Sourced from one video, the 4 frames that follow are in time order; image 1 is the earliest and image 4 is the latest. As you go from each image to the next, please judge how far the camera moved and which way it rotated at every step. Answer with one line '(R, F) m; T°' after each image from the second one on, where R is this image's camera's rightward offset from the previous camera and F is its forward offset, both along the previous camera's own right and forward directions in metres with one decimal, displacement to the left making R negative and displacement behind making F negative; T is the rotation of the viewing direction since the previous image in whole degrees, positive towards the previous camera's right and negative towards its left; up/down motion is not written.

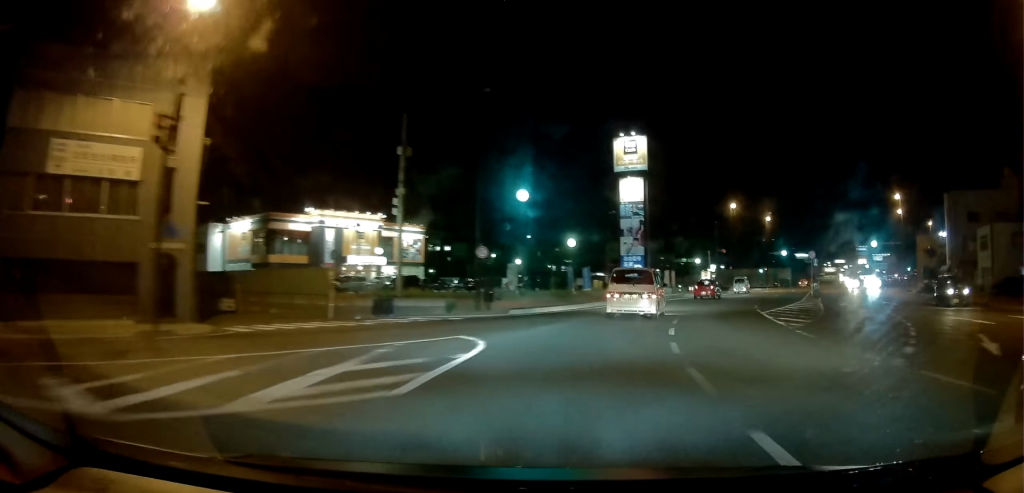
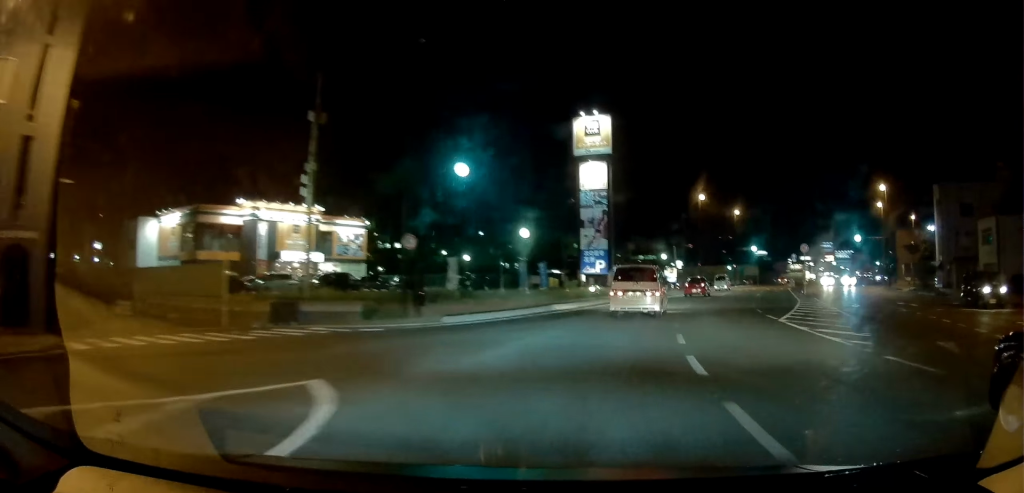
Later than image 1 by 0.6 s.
(+0.2, +7.2) m; +4°
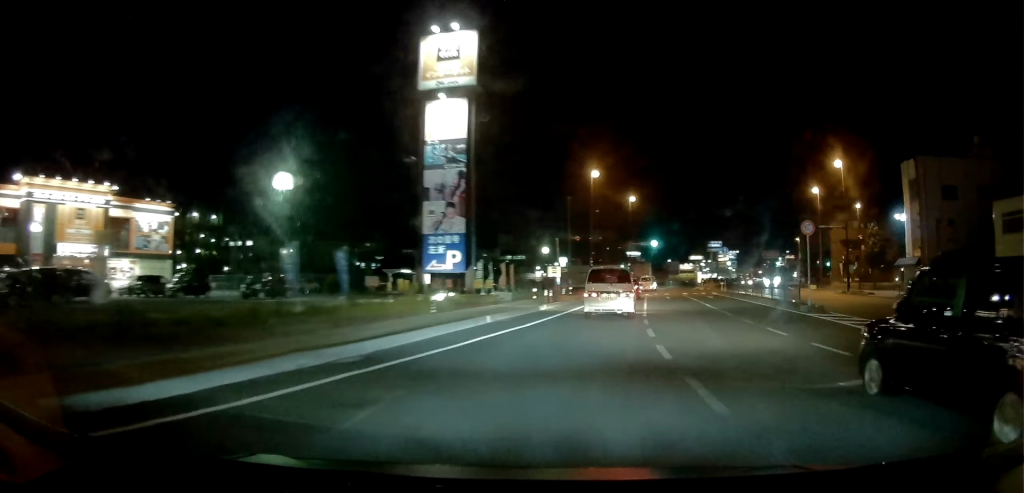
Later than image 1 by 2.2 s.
(+2.0, +18.6) m; +11°
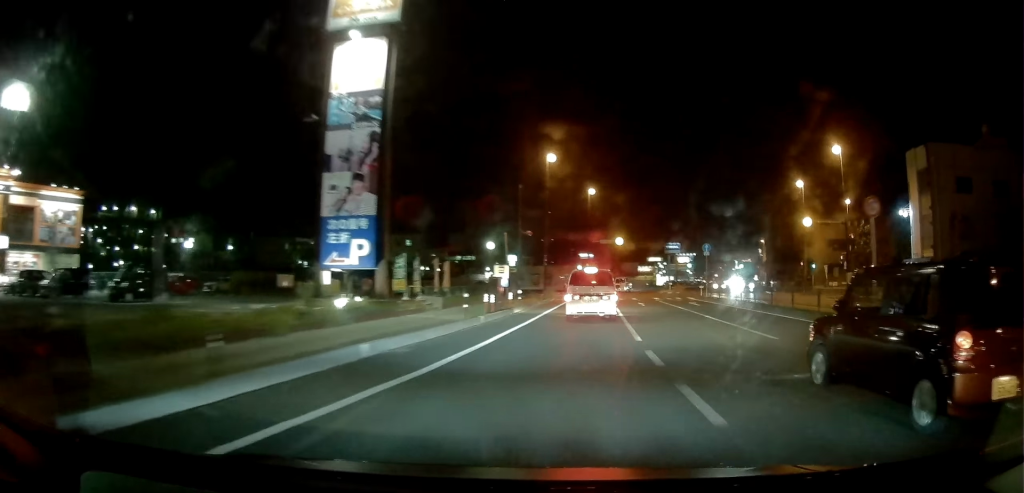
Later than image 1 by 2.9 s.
(+0.2, +8.4) m; +5°
